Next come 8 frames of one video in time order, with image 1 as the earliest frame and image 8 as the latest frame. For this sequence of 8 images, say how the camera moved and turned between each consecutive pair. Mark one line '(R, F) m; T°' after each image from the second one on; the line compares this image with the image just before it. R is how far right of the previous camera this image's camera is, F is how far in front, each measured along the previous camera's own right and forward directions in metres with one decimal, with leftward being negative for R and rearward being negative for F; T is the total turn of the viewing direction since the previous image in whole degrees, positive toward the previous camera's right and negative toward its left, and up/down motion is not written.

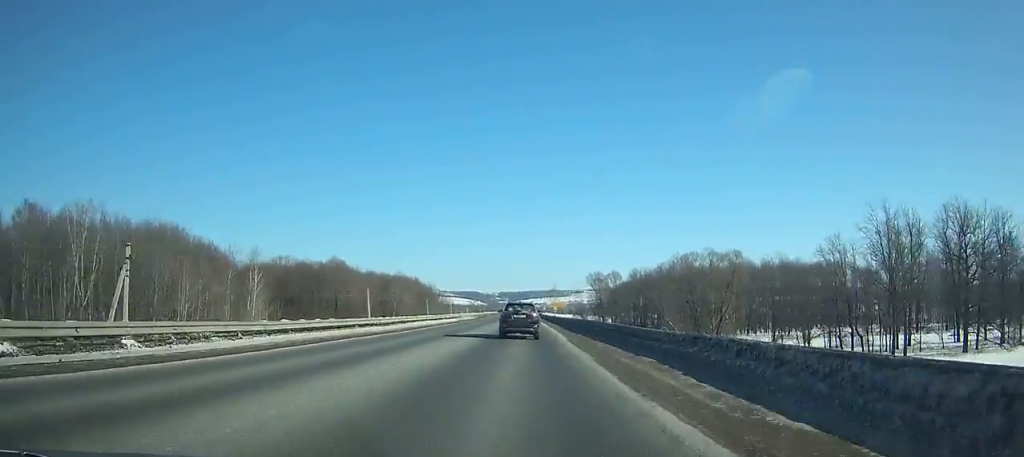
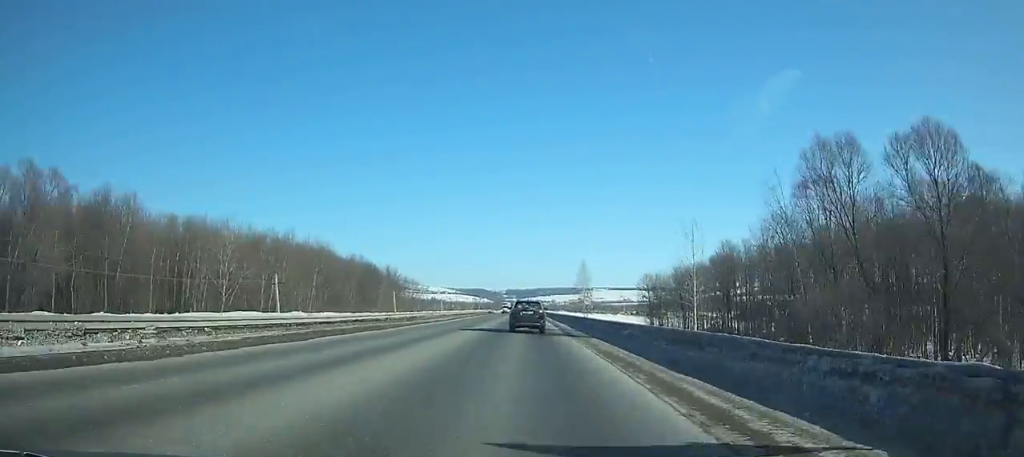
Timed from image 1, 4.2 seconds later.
(-1.4, +92.8) m; -1°
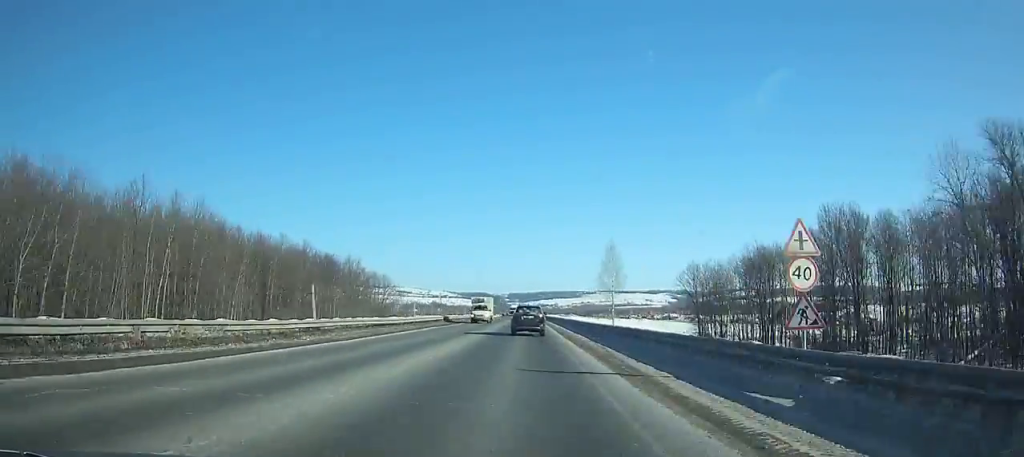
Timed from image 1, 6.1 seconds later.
(-0.1, +41.4) m; 0°
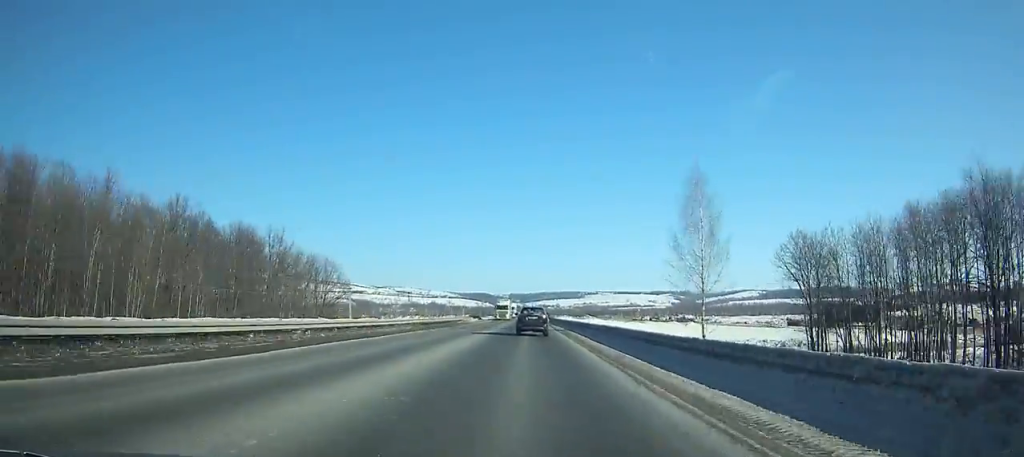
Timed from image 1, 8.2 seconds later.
(-0.1, +45.7) m; 0°
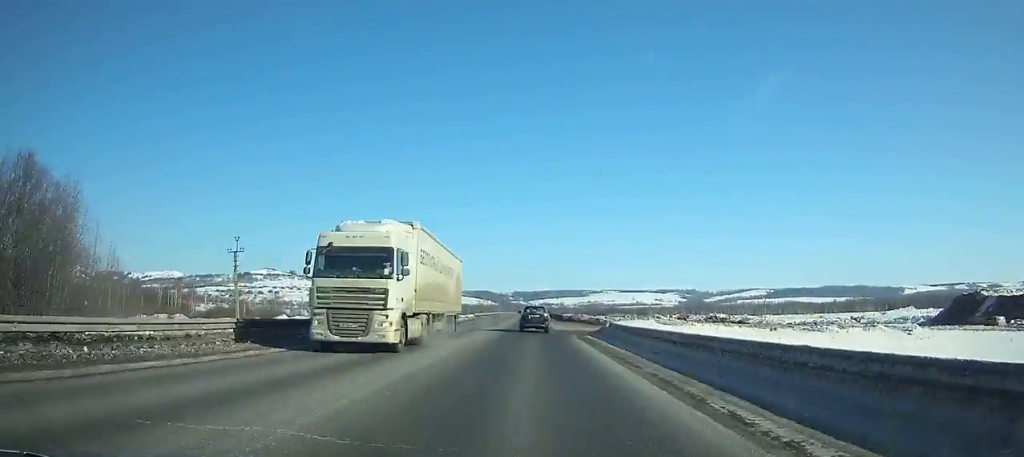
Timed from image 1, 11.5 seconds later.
(+0.1, +72.0) m; 0°
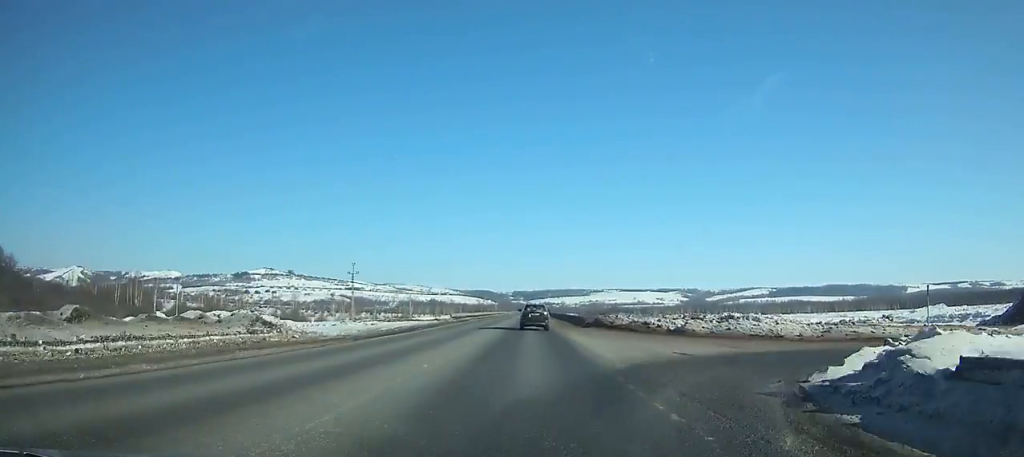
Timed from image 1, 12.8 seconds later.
(0.0, +28.6) m; 0°
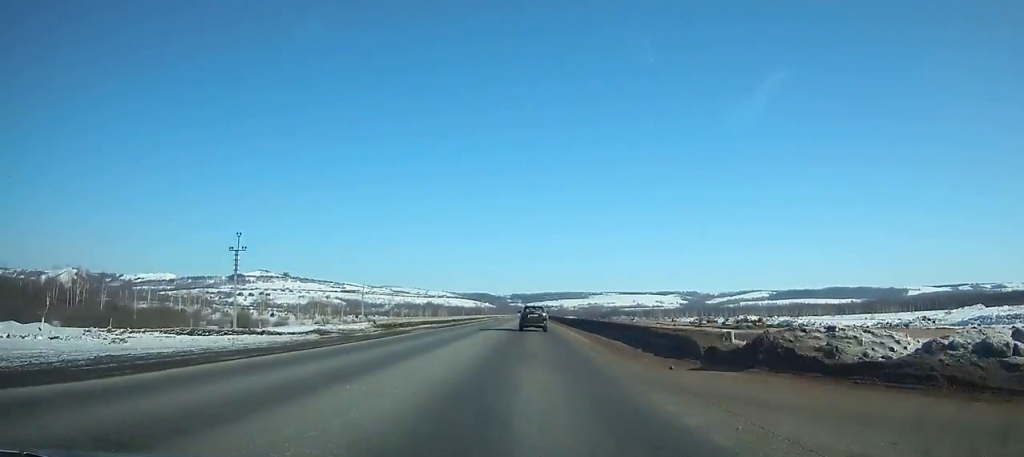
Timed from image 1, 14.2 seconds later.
(-0.1, +31.0) m; 0°
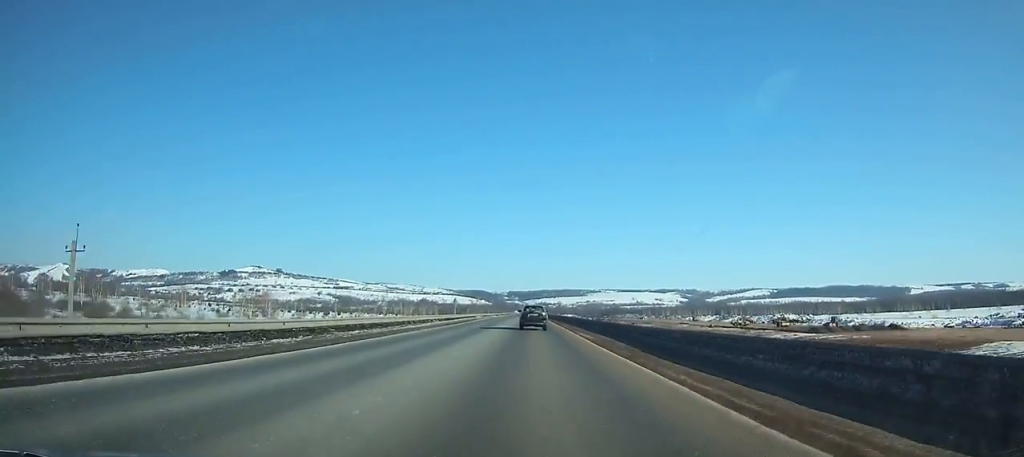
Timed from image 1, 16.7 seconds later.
(+0.2, +55.9) m; 0°
